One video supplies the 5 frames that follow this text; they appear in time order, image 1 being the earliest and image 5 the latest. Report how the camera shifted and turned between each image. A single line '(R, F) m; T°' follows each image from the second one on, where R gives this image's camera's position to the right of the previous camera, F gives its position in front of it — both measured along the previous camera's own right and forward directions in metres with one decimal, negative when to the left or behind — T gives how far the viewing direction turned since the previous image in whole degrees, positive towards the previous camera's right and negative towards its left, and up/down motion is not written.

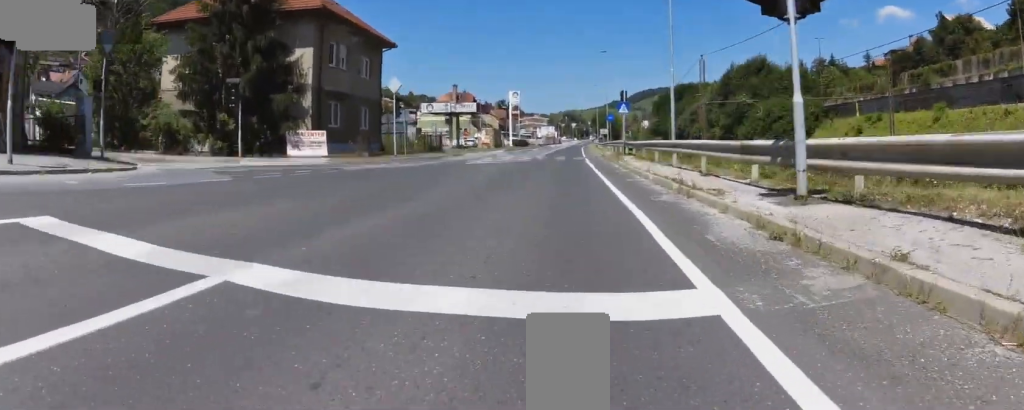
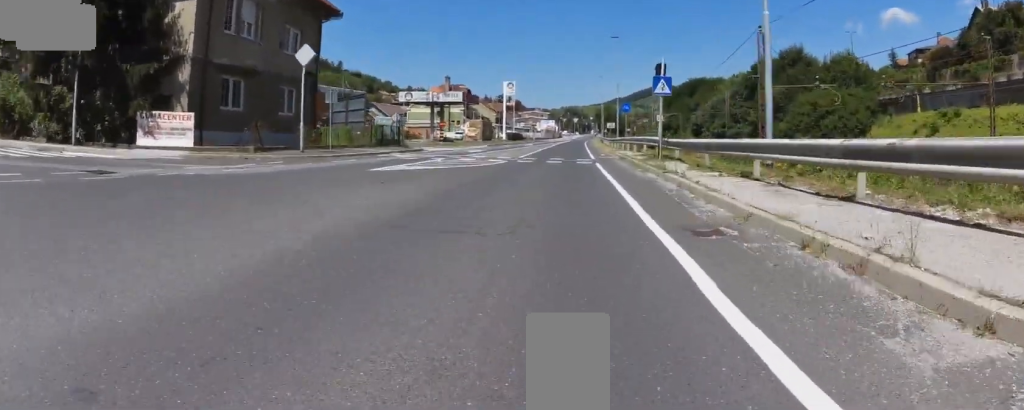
(-0.7, +11.9) m; 0°
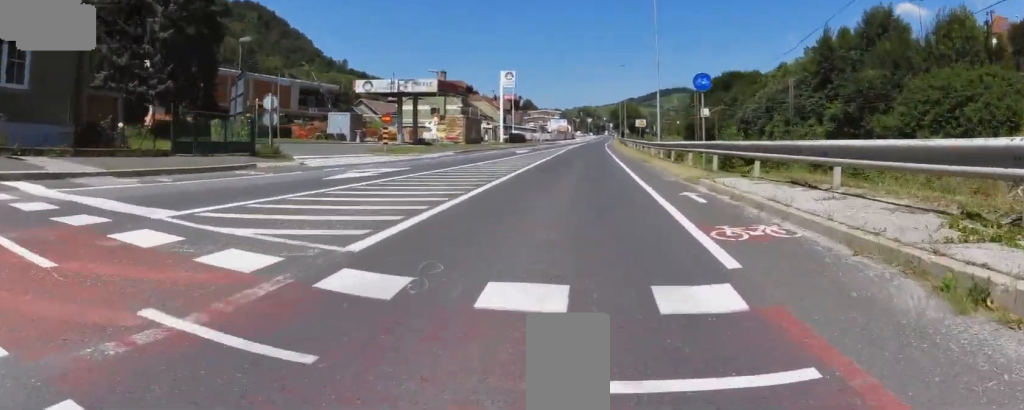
(+1.3, +17.8) m; +5°
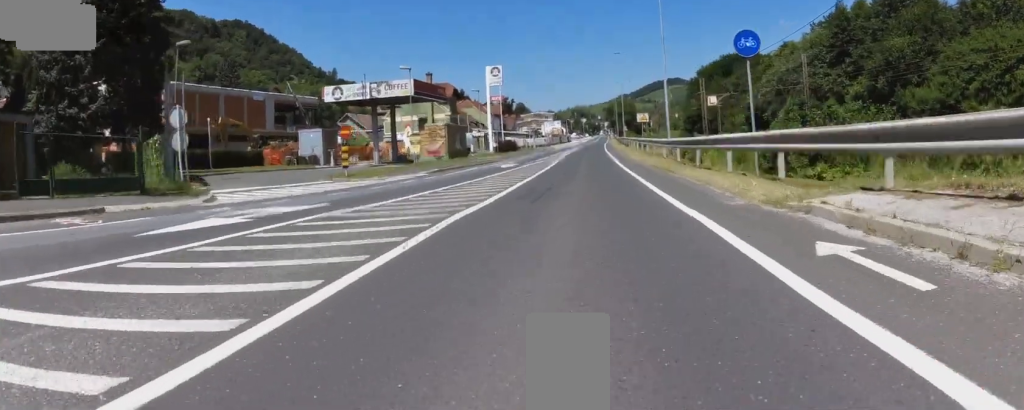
(0.0, +5.5) m; -3°
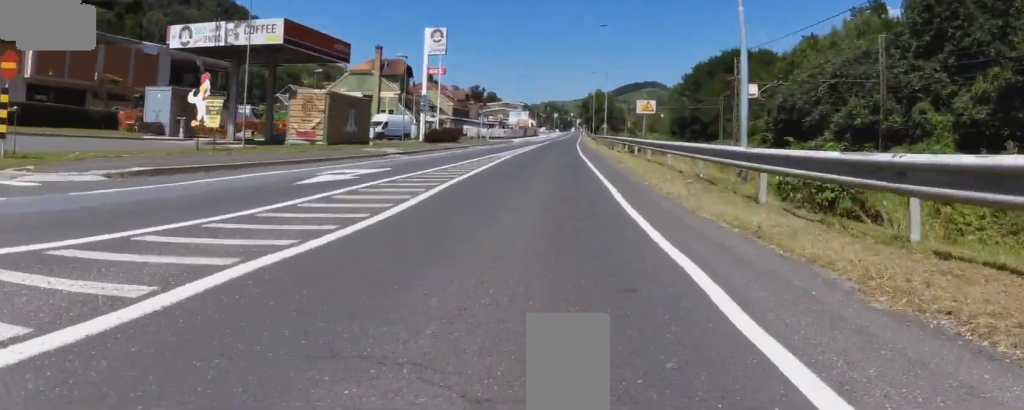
(-1.0, +17.9) m; 0°
